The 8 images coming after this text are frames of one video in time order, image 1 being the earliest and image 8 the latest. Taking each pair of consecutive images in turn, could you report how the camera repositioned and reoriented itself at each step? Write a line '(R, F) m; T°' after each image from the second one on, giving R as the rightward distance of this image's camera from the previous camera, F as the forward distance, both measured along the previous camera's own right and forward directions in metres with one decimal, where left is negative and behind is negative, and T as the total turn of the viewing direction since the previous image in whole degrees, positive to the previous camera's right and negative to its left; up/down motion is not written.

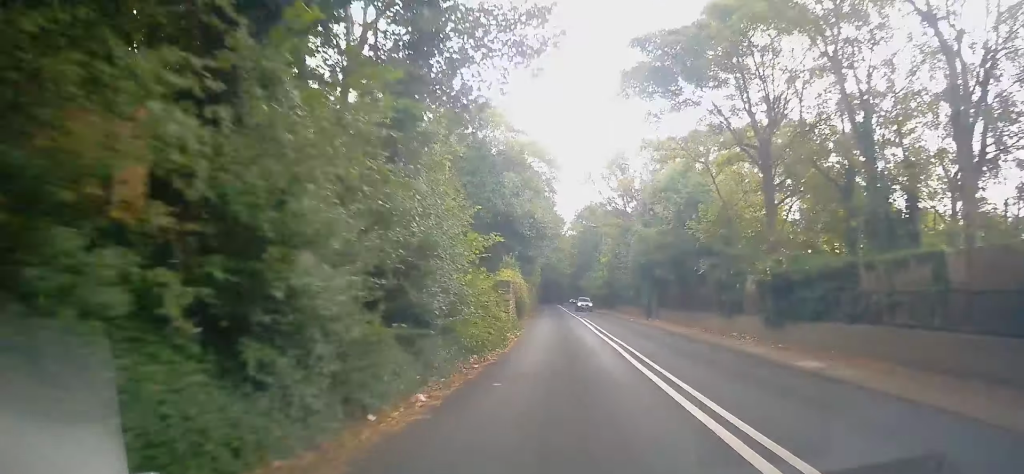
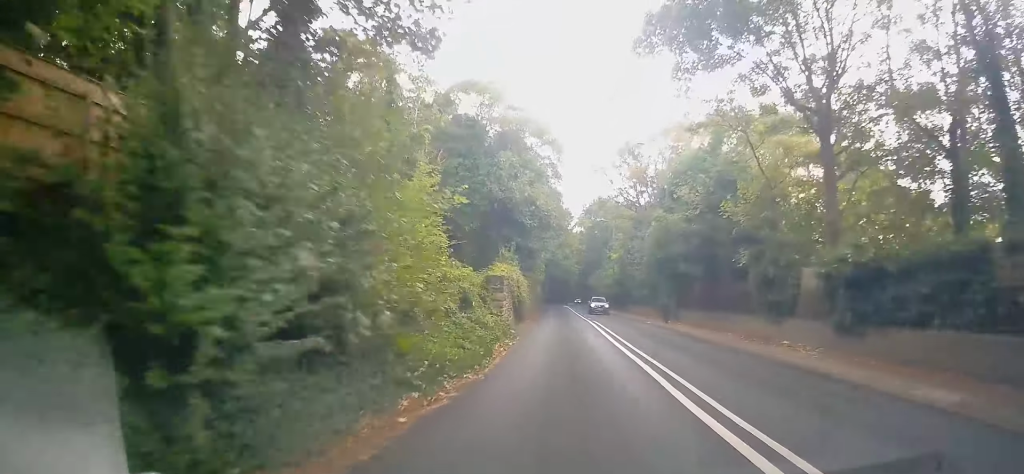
(-0.2, +5.0) m; -2°
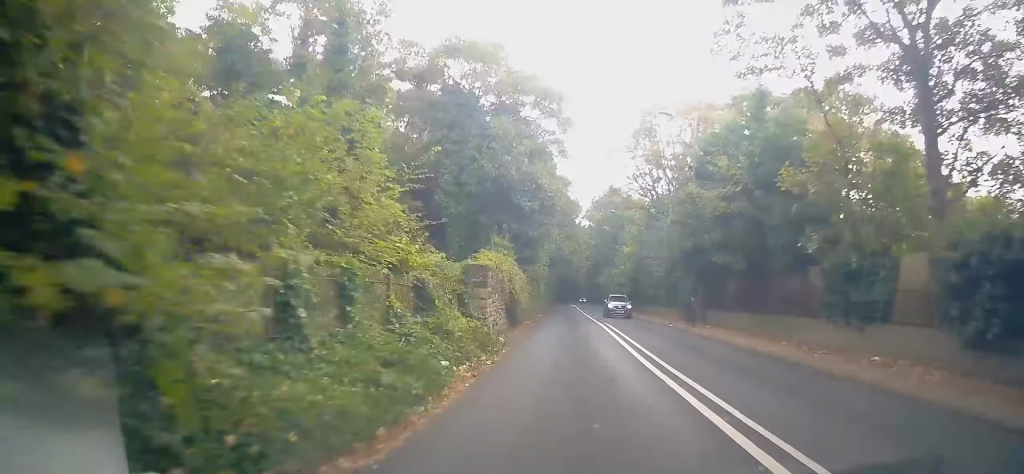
(-0.1, +5.3) m; -2°
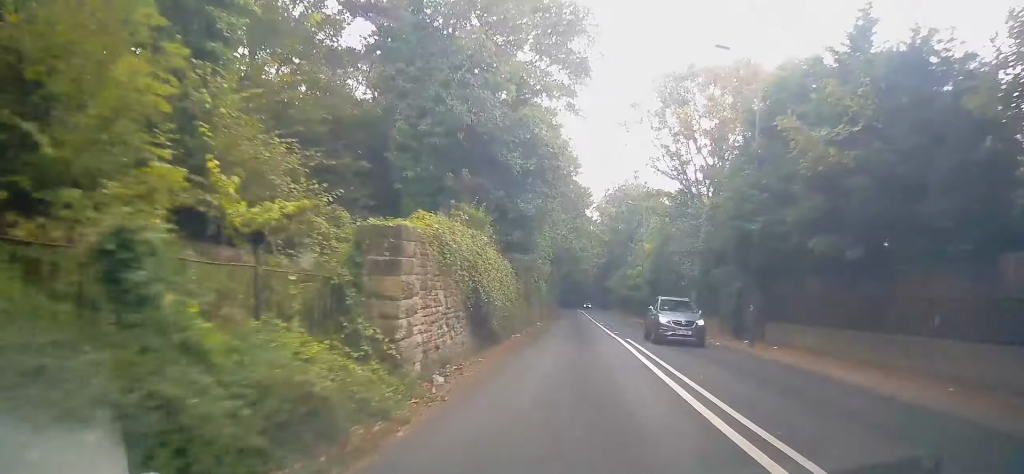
(-0.2, +8.4) m; 0°
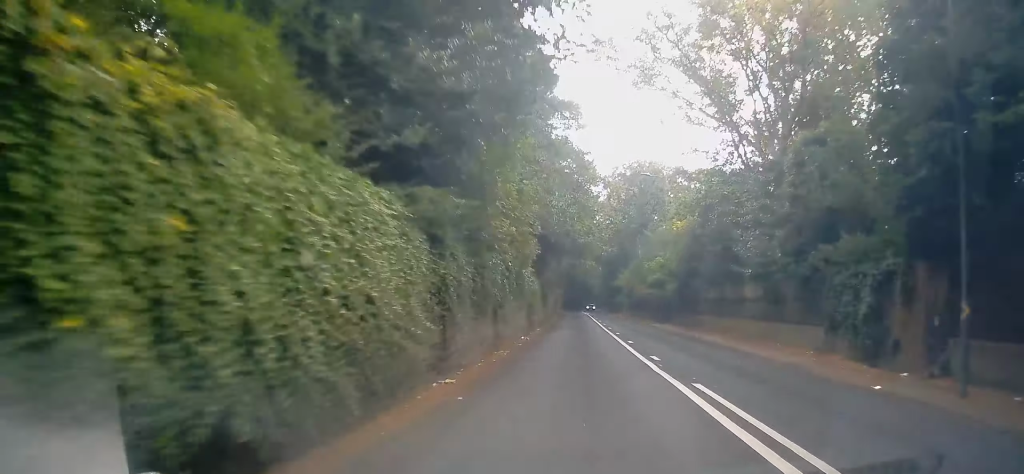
(+0.2, +11.6) m; 0°
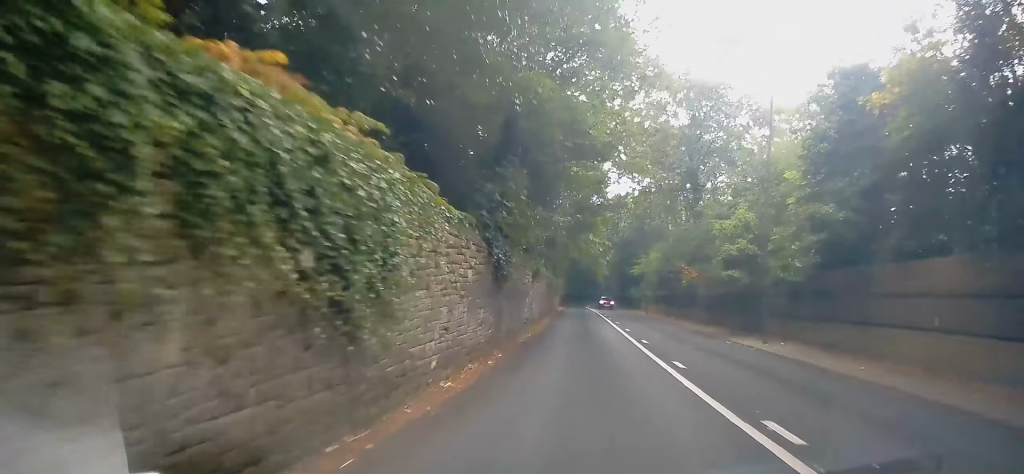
(+0.1, +21.4) m; -1°
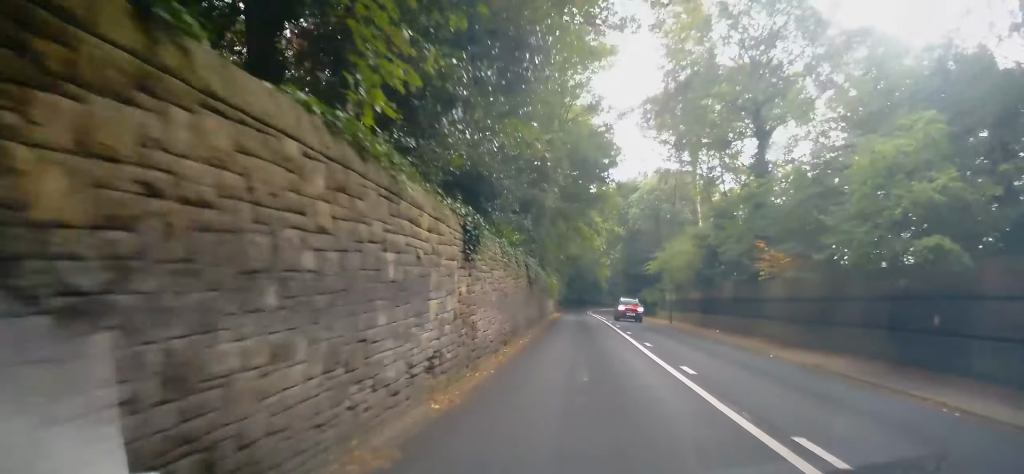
(-0.4, +13.6) m; -2°
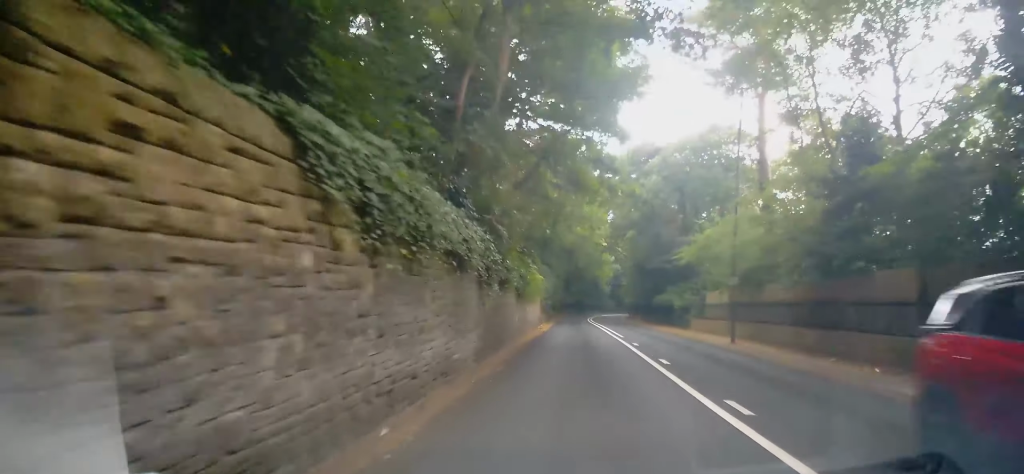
(+0.4, +16.7) m; +3°
